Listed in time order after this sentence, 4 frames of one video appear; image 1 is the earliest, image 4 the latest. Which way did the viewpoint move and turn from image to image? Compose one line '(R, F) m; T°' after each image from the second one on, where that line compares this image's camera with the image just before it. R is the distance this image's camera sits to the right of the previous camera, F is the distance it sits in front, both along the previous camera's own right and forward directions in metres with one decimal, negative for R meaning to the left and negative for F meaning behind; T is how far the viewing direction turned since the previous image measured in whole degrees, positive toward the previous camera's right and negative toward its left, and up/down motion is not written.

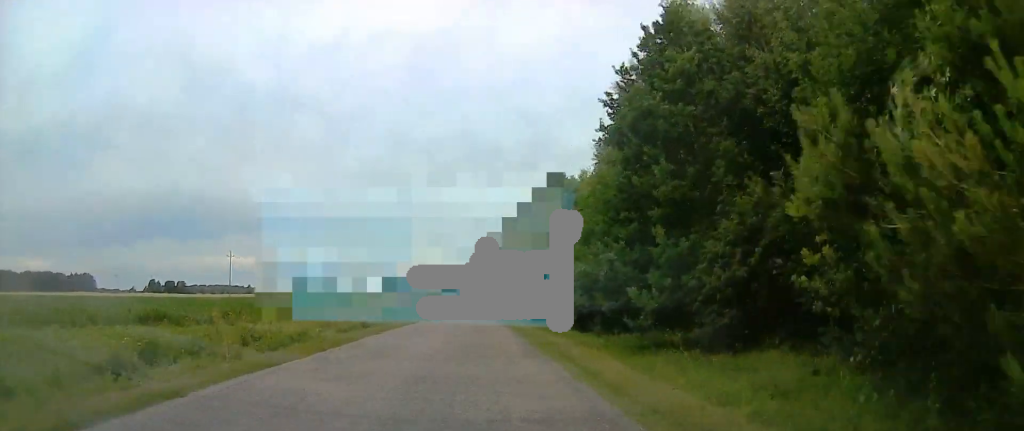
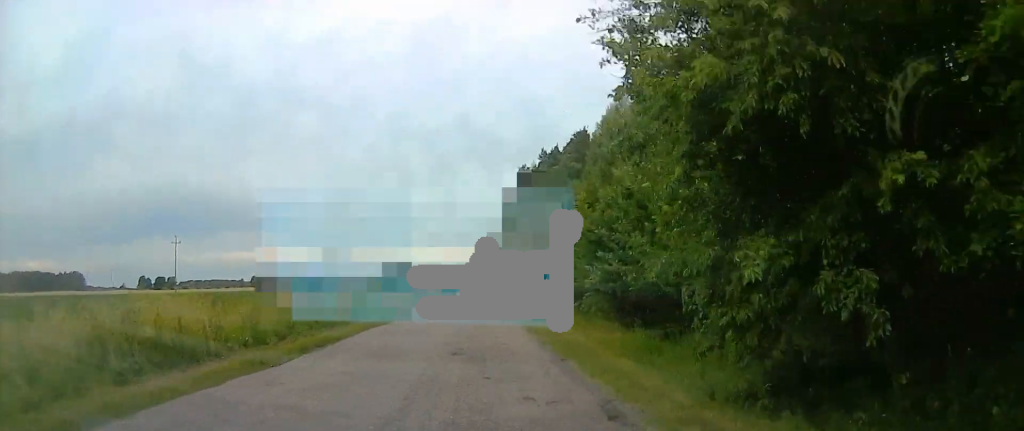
(+0.3, +32.3) m; 0°
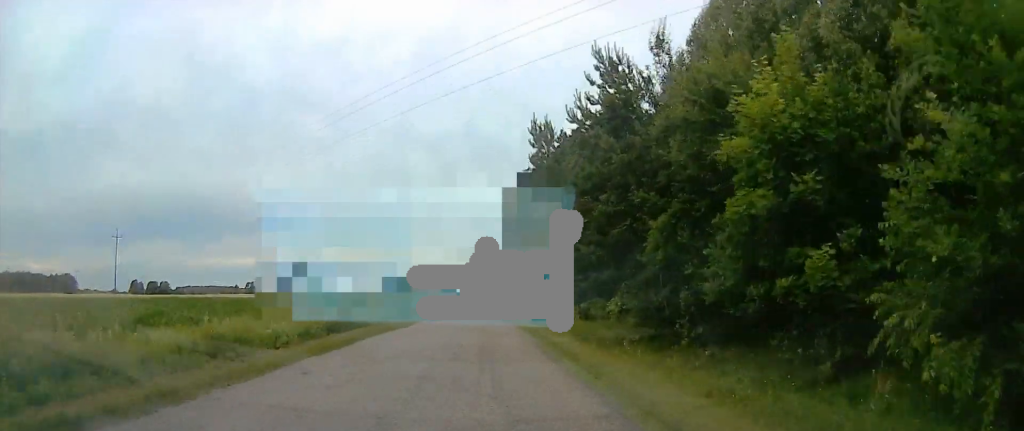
(-0.1, +23.6) m; 0°
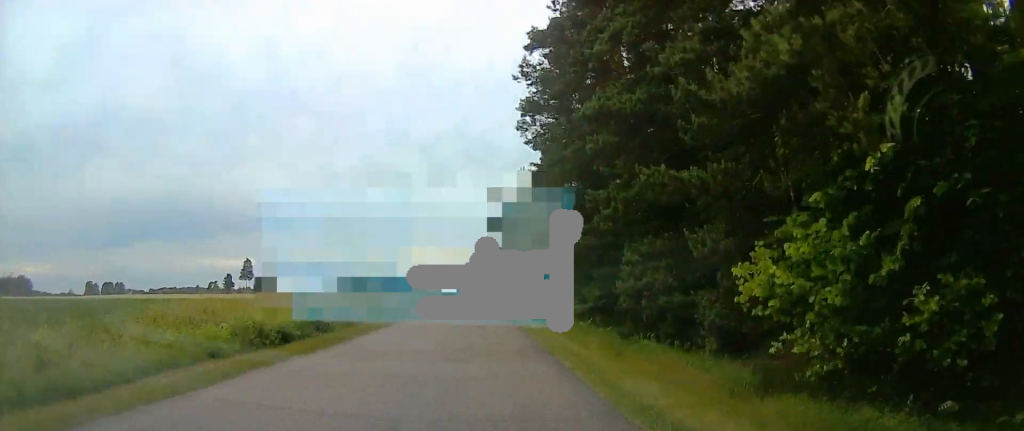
(-1.3, +72.0) m; -2°
